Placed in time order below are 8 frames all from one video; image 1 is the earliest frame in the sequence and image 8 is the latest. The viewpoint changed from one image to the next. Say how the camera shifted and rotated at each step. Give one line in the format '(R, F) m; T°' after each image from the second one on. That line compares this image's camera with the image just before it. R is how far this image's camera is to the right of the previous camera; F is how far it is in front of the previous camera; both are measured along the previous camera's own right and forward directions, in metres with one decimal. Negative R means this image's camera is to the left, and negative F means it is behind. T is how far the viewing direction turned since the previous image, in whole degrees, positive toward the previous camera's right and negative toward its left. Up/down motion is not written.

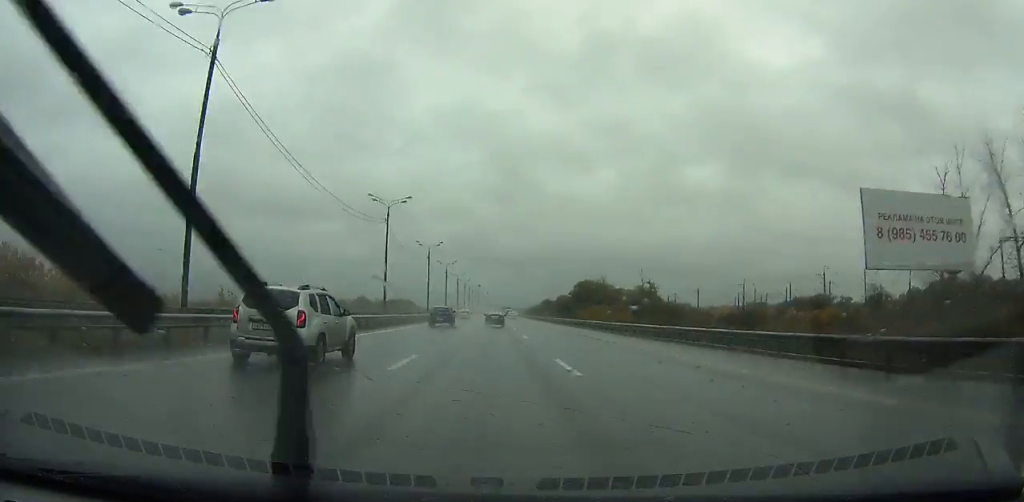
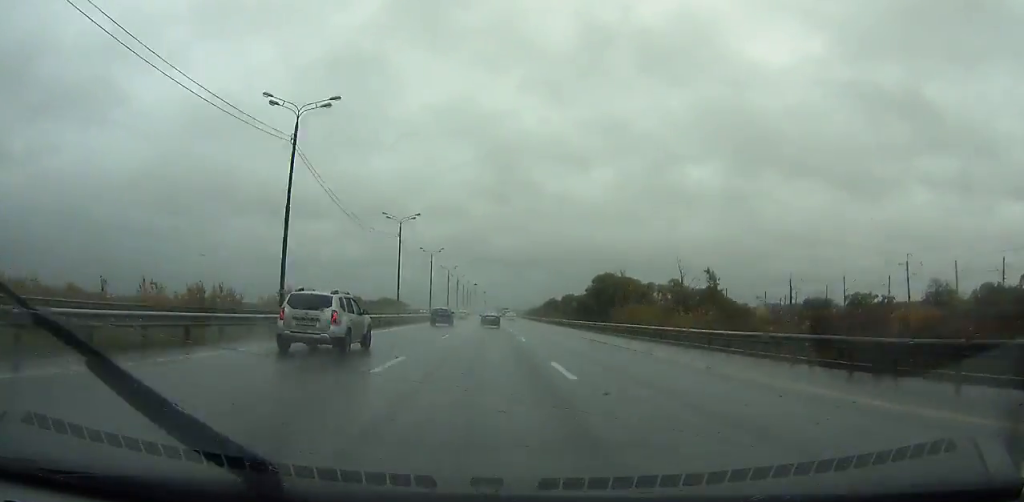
(+0.1, +32.7) m; 0°
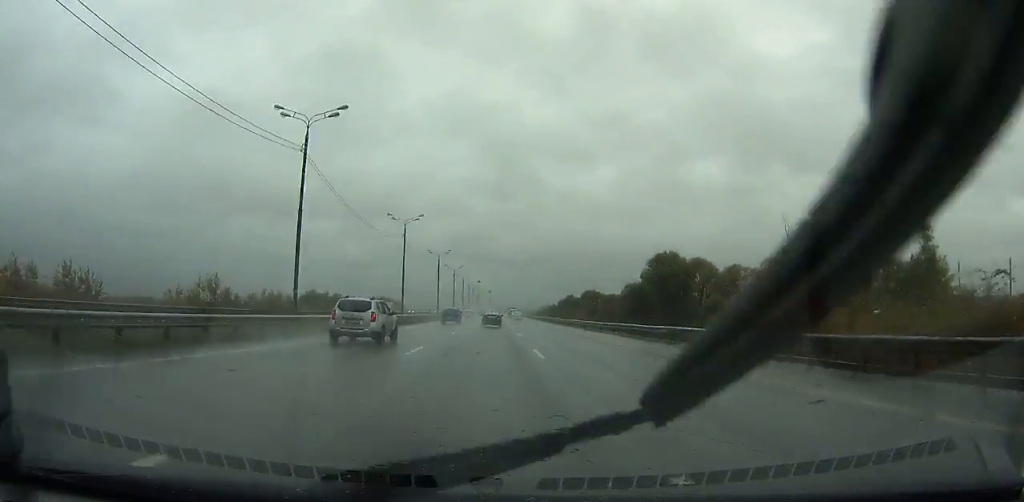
(0.0, +43.6) m; 0°
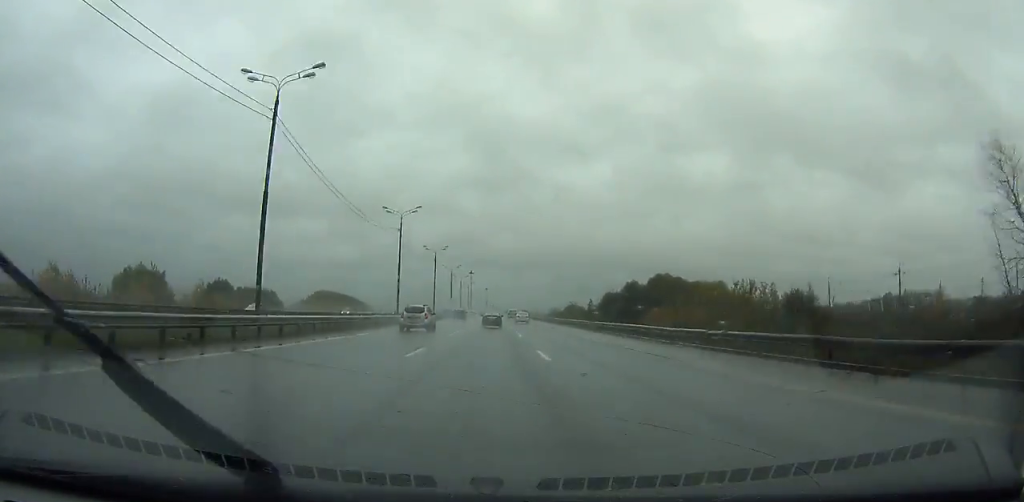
(0.0, +98.9) m; 0°
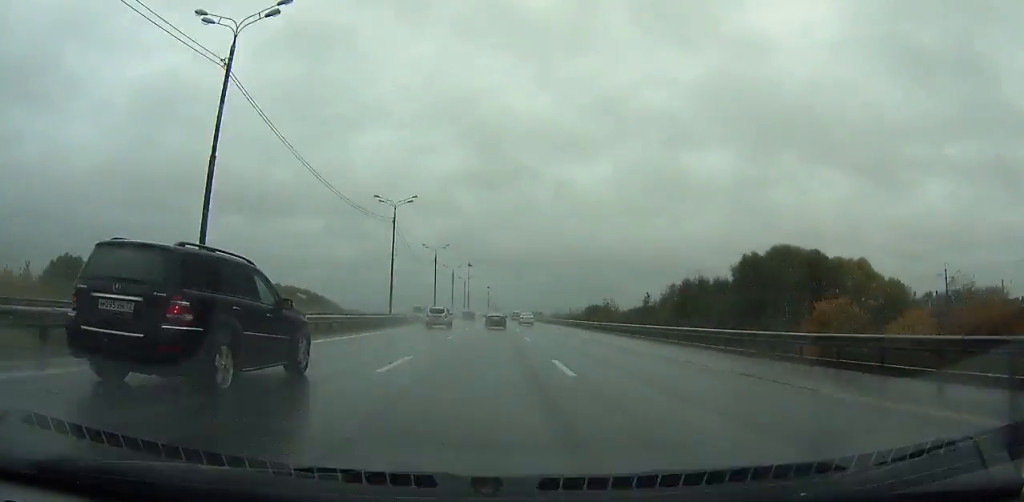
(+0.1, +54.8) m; 0°
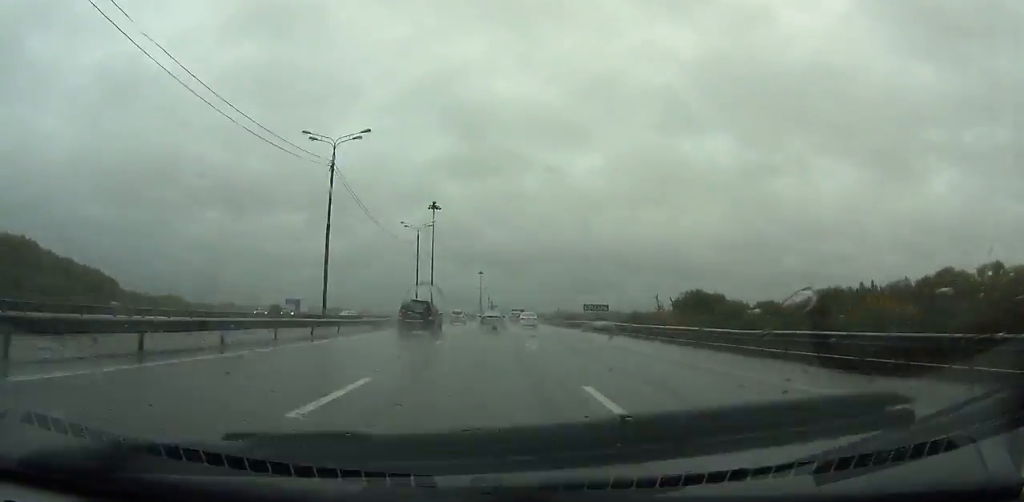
(-0.1, +123.3) m; 0°
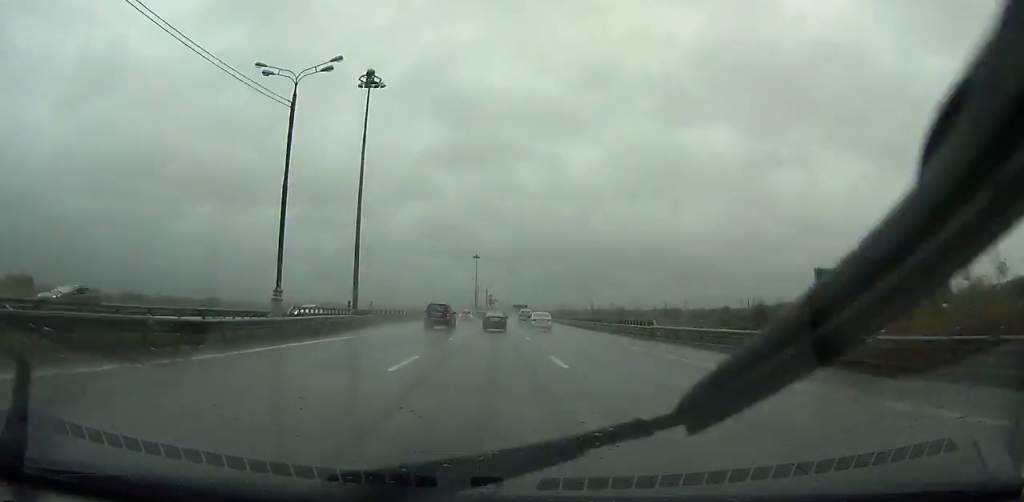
(+0.5, +58.4) m; +1°
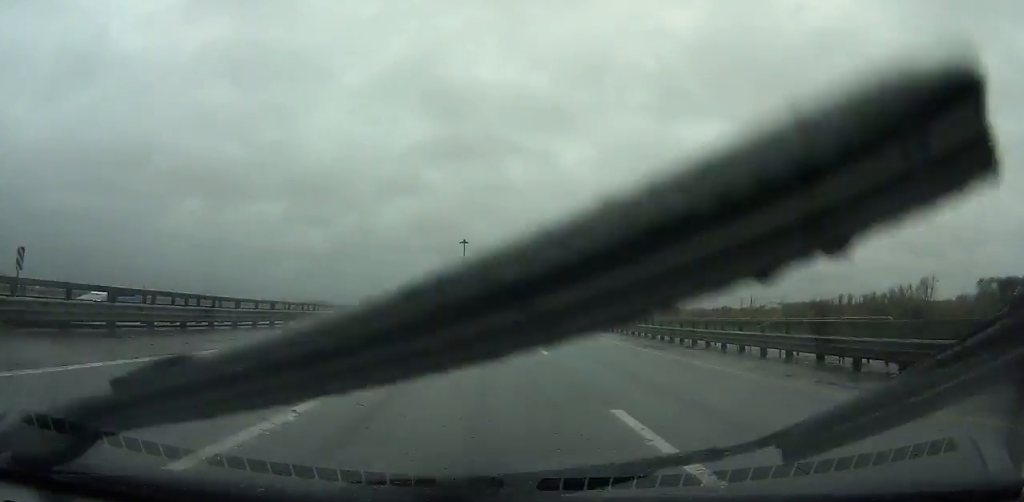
(+0.2, +37.7) m; 0°
